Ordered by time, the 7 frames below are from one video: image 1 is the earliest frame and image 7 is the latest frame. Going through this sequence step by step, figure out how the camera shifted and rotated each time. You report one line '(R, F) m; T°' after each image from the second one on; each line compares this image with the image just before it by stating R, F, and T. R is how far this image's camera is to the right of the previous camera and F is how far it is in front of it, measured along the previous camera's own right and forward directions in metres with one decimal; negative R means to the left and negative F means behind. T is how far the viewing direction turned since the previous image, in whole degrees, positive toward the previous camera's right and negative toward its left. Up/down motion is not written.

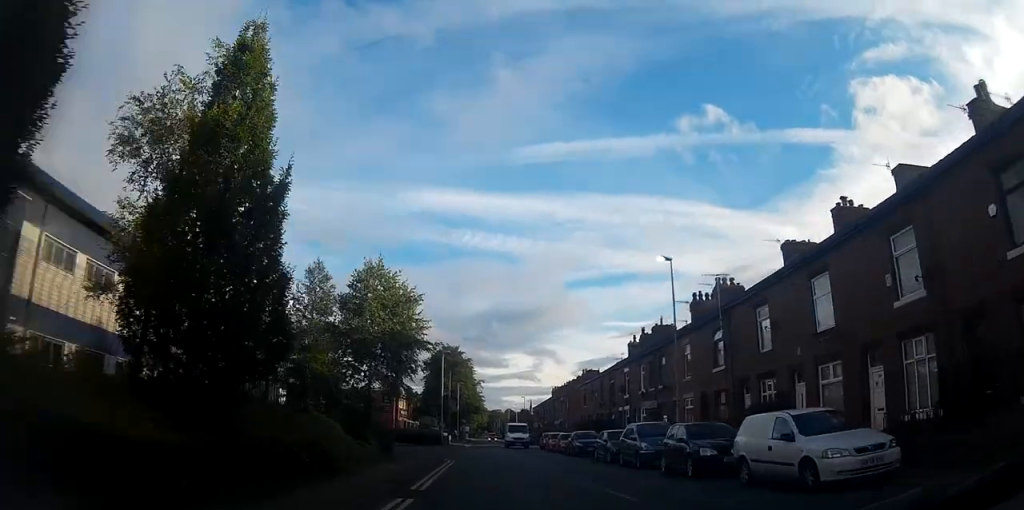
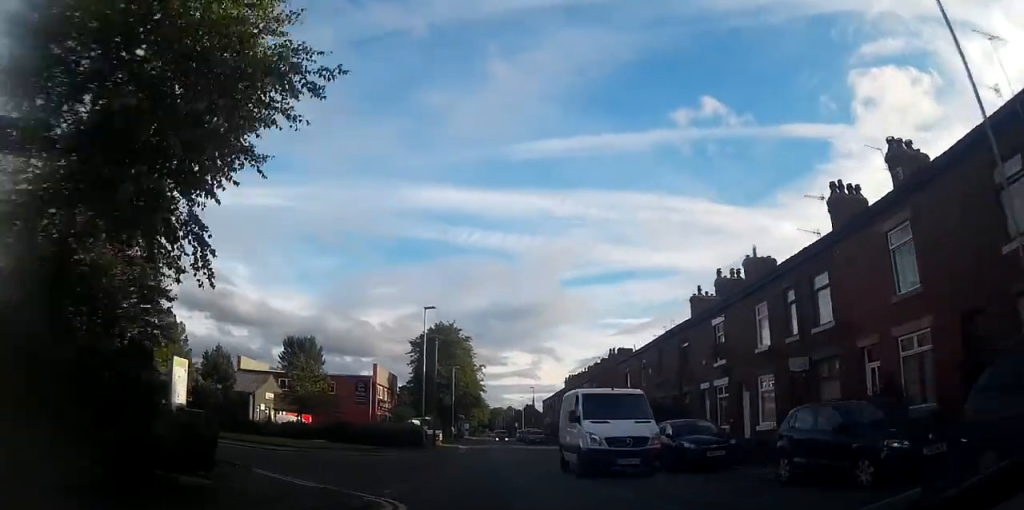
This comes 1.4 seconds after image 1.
(+0.1, +18.4) m; 0°
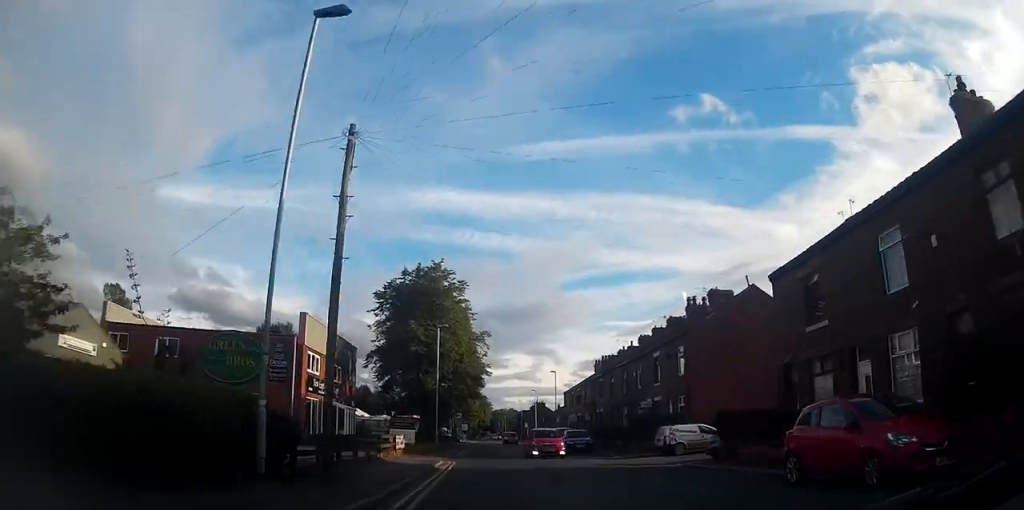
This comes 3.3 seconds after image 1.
(-0.3, +27.4) m; 0°
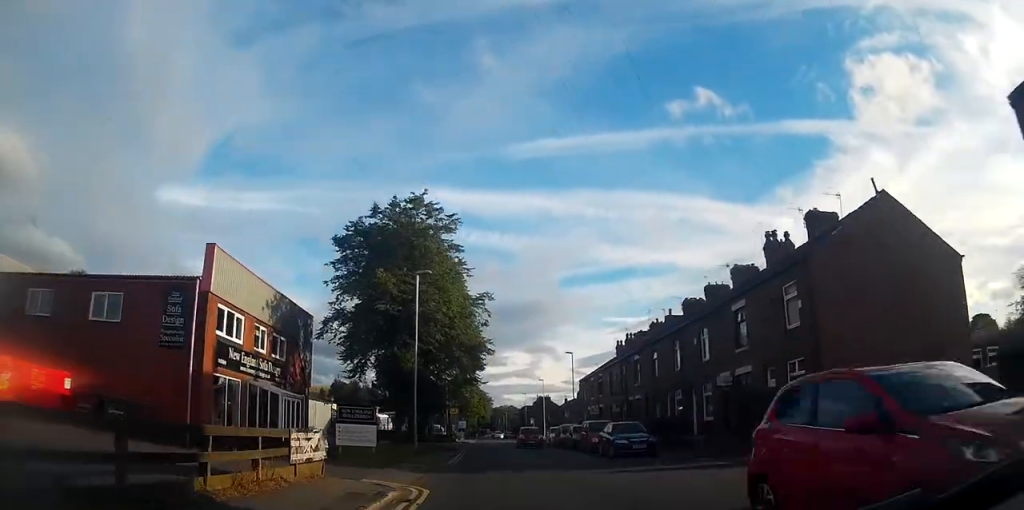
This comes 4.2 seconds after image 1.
(+0.1, +13.5) m; 0°
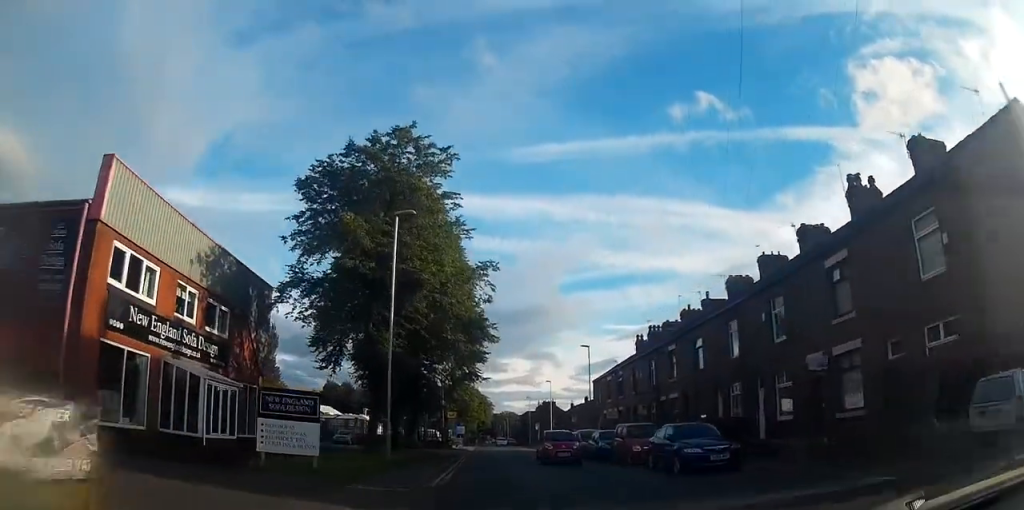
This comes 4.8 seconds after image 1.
(0.0, +8.2) m; 0°
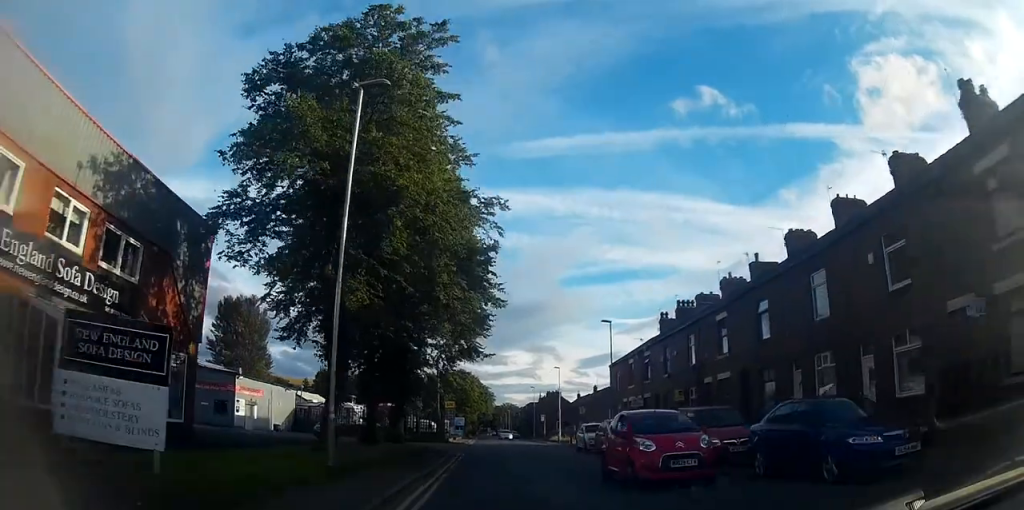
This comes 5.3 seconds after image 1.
(0.0, +7.8) m; 0°
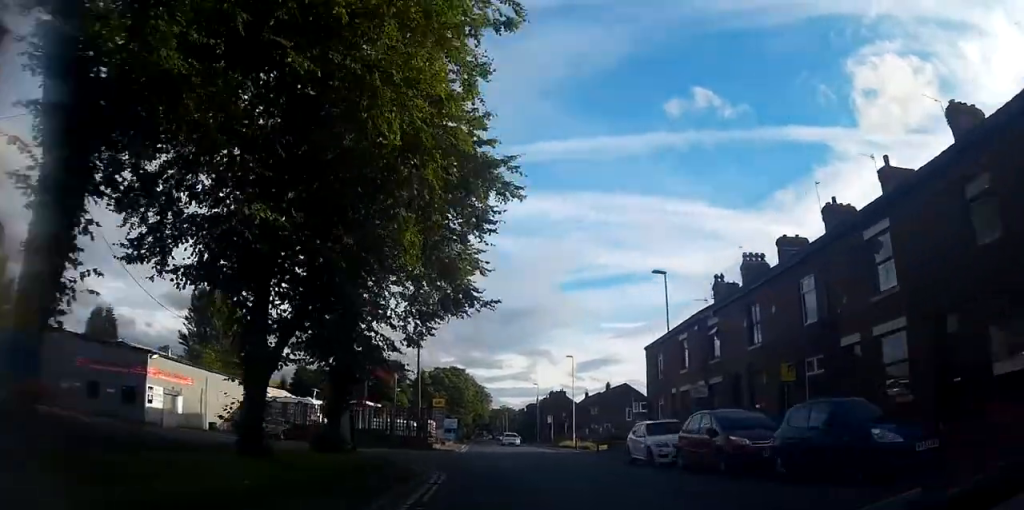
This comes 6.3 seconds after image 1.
(0.0, +13.5) m; 0°
